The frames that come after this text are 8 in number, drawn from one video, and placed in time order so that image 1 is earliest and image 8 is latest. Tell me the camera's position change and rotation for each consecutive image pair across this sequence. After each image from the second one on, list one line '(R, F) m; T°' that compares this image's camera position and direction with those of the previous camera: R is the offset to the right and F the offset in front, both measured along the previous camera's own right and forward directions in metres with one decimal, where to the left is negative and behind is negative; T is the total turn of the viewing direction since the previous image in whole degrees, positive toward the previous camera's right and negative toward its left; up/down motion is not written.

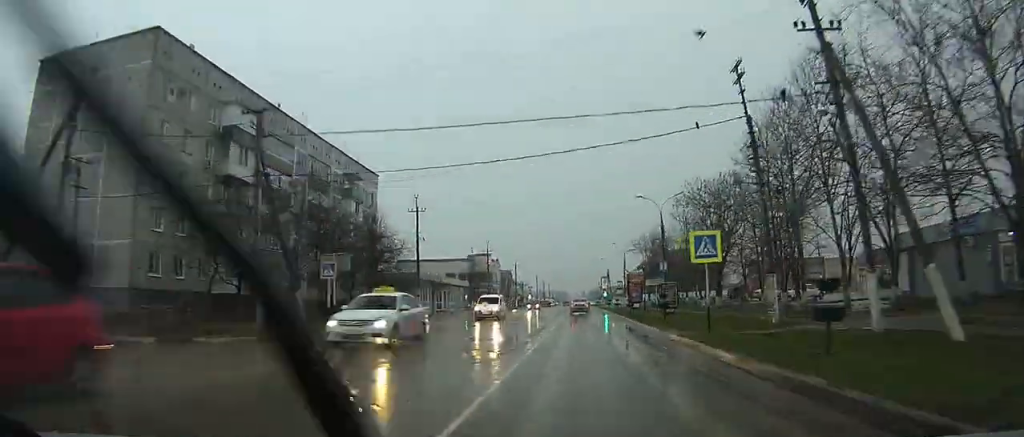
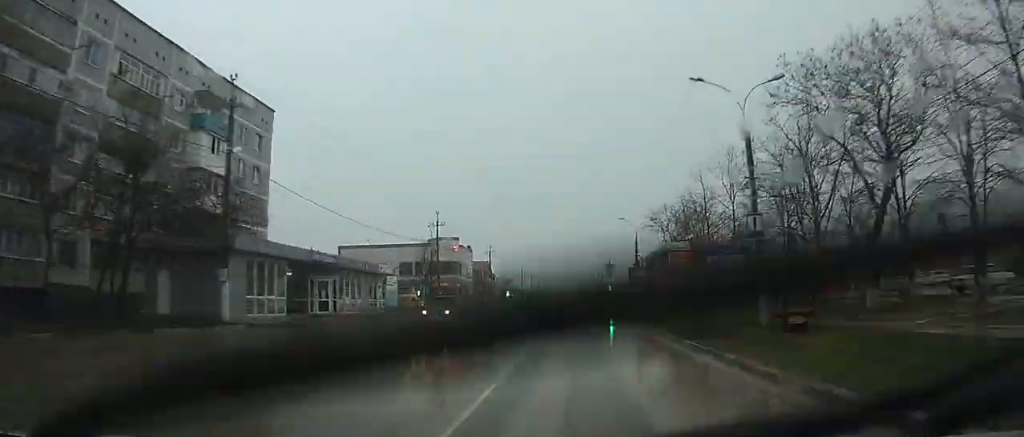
(0.0, +27.8) m; 0°
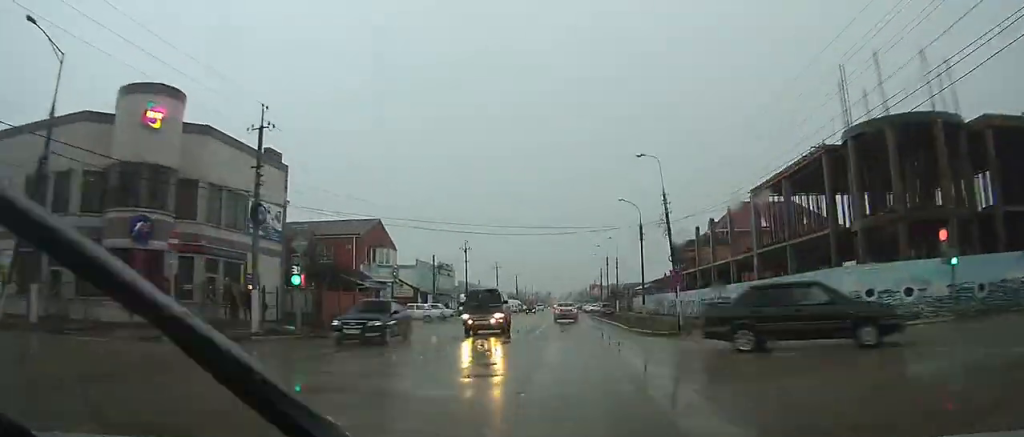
(+0.2, +68.8) m; 0°
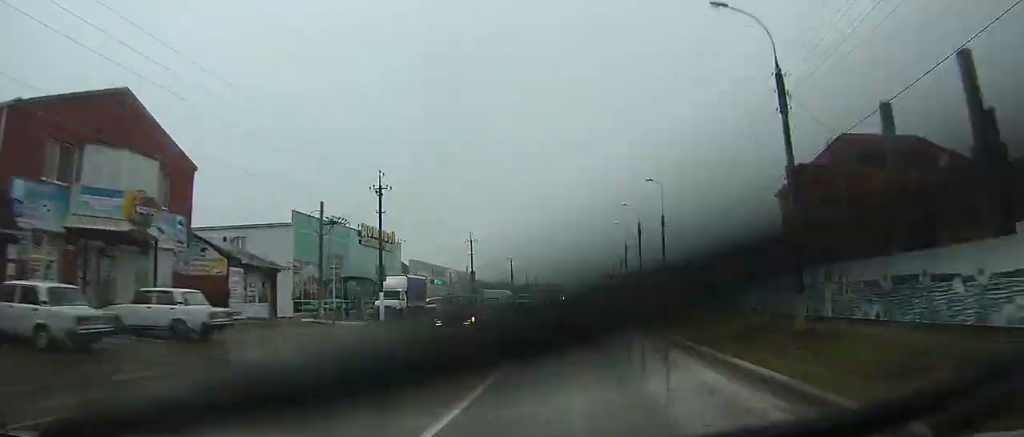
(-0.2, +37.1) m; 0°
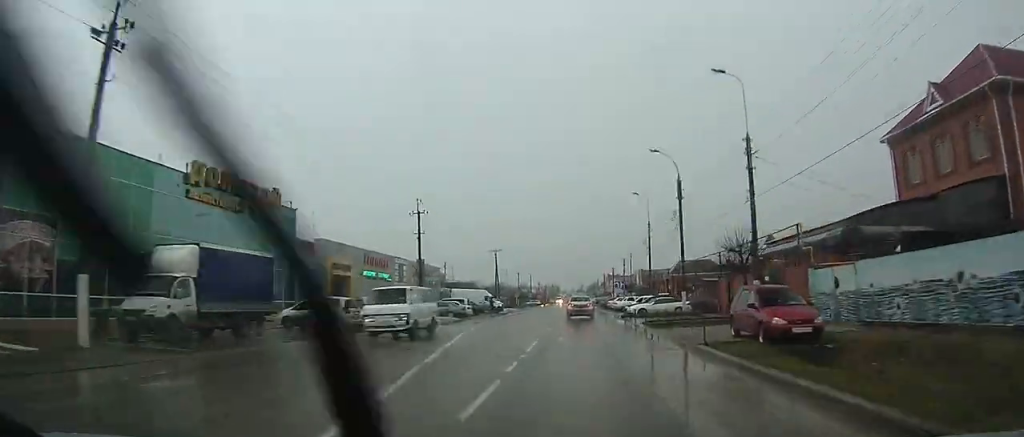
(-0.1, +25.5) m; 0°
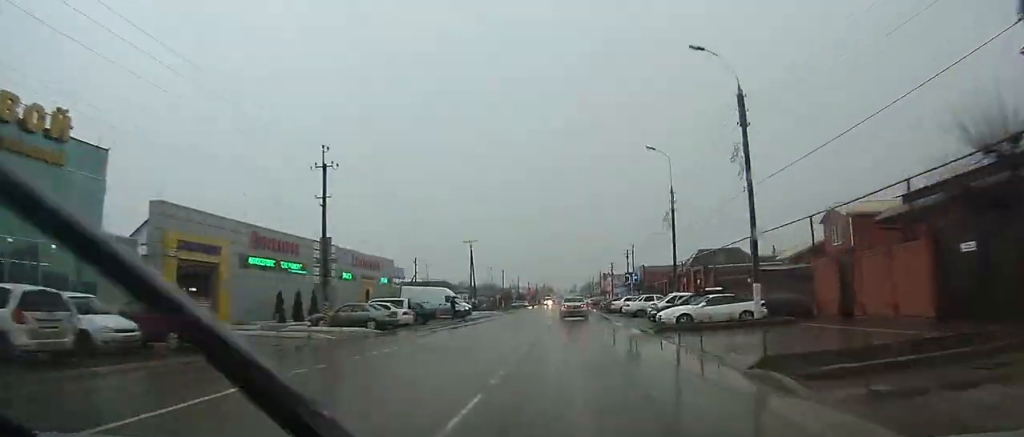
(+0.1, +17.5) m; 0°
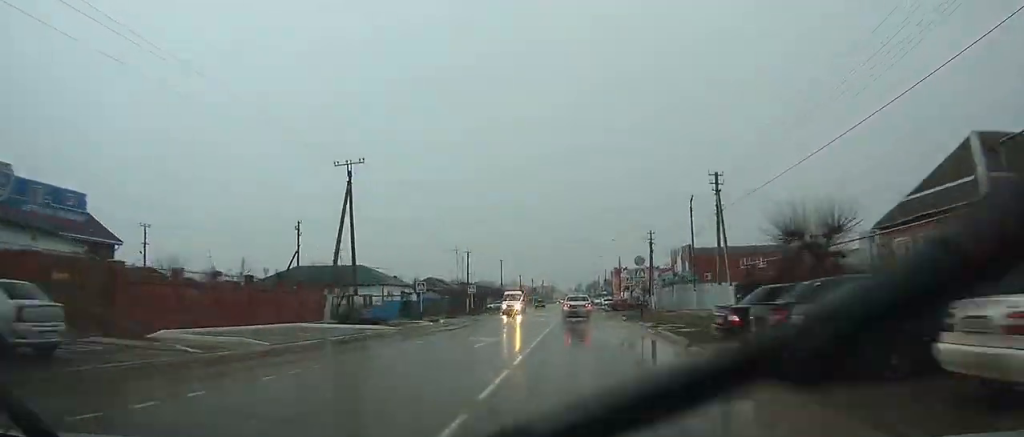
(+0.2, +45.4) m; 0°
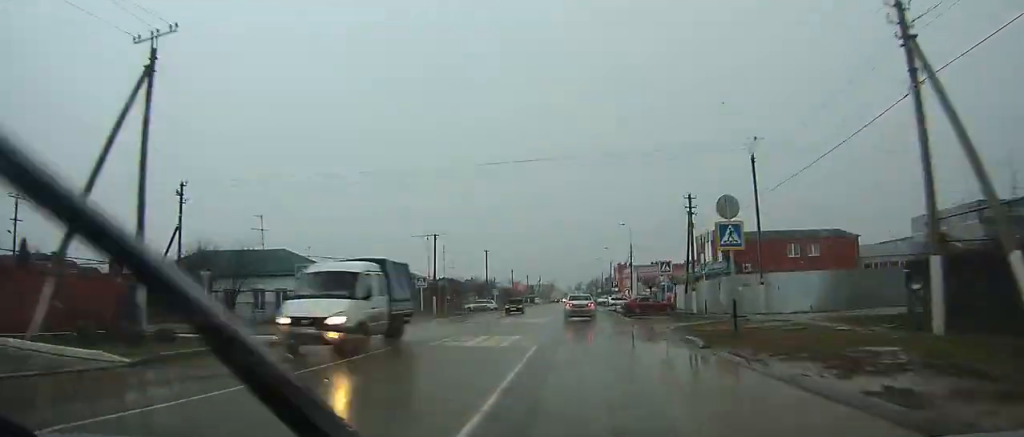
(-0.1, +18.3) m; 0°
